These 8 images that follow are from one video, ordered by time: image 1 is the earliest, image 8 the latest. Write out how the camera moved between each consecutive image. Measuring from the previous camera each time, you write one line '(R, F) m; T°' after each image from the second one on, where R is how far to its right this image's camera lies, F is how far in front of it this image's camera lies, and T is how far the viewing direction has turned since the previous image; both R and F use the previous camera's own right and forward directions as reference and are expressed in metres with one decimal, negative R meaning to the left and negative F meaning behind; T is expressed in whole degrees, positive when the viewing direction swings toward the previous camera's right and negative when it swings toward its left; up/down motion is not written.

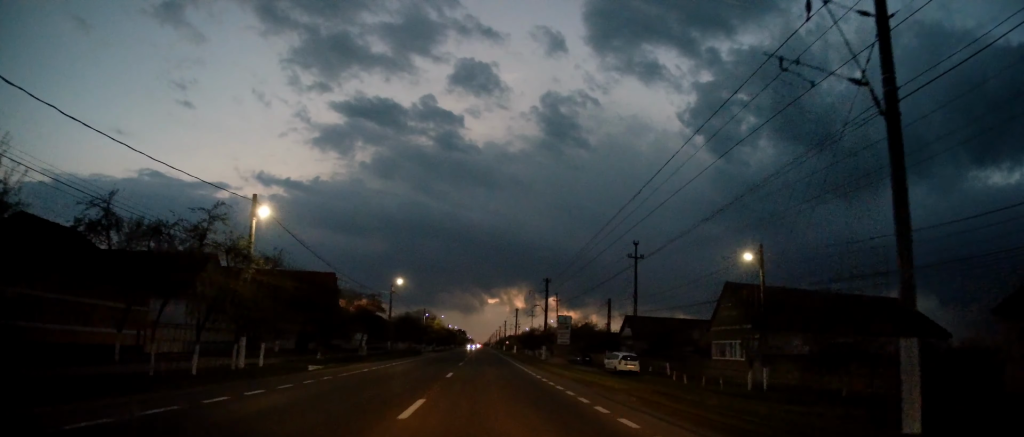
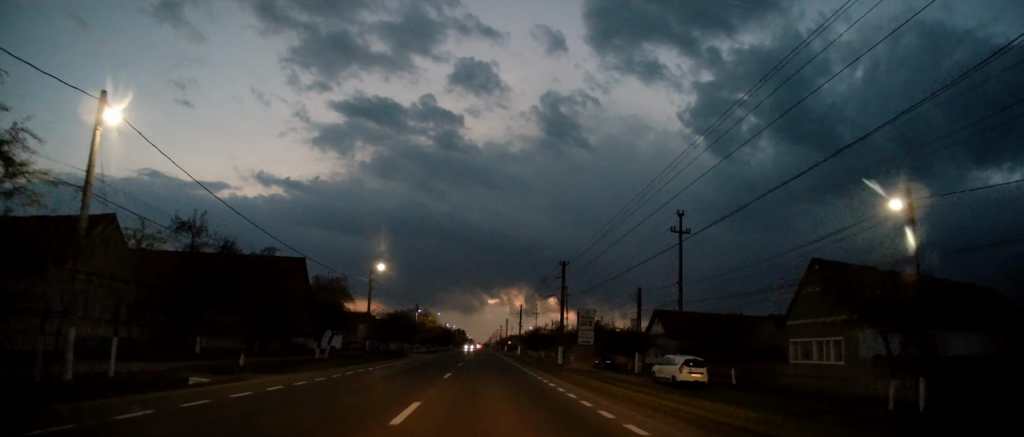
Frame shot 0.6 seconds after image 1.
(-0.3, +12.2) m; 0°
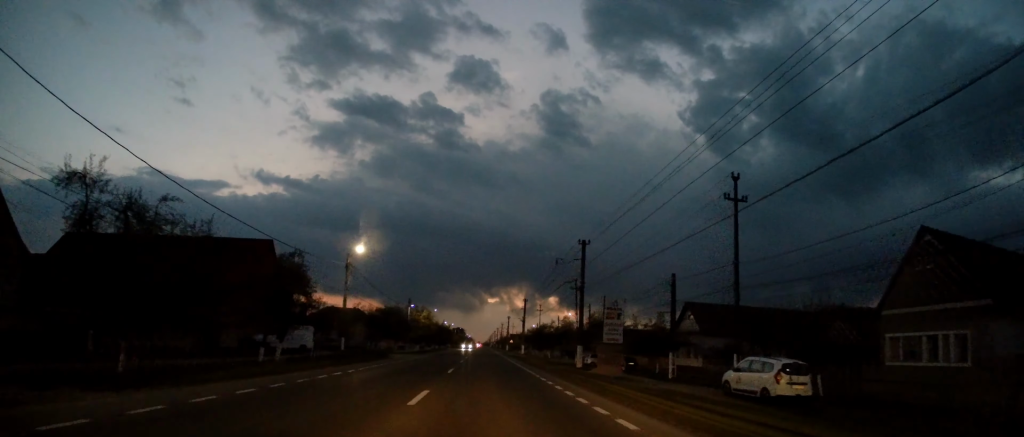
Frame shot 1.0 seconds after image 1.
(+0.1, +9.3) m; 0°
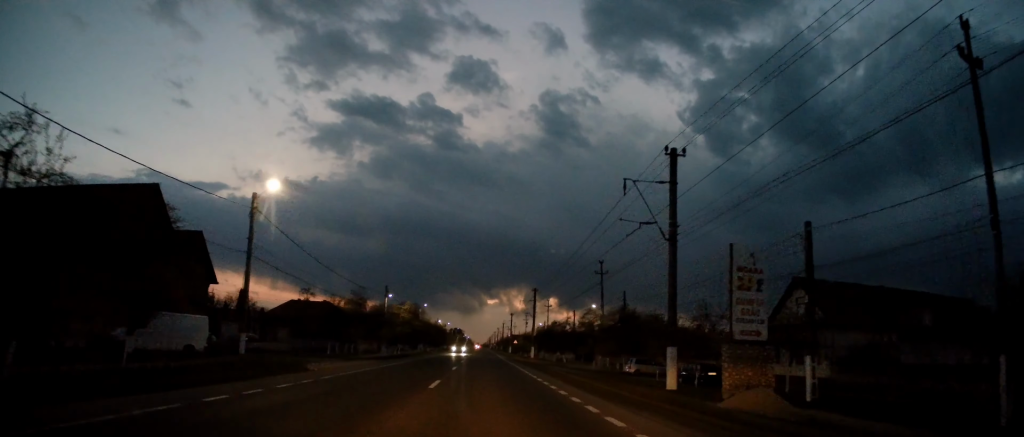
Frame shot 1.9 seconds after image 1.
(+0.1, +18.7) m; 0°
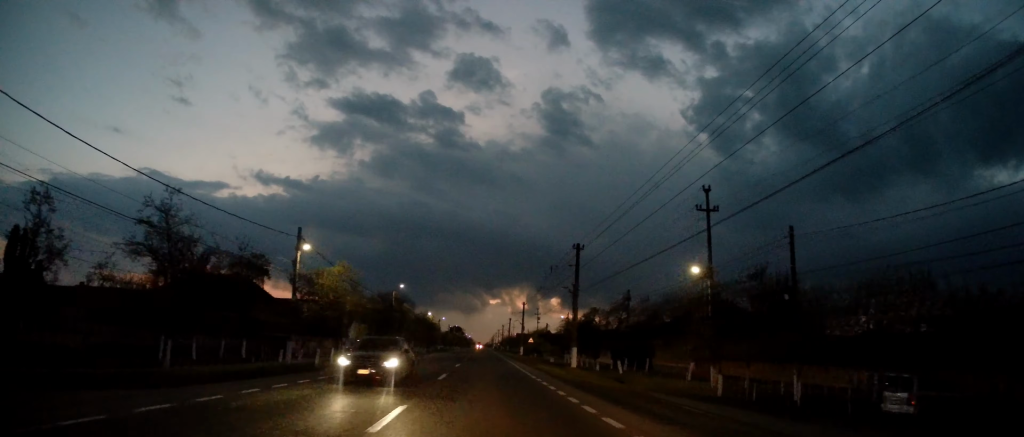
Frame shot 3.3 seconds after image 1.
(-0.6, +31.0) m; 0°
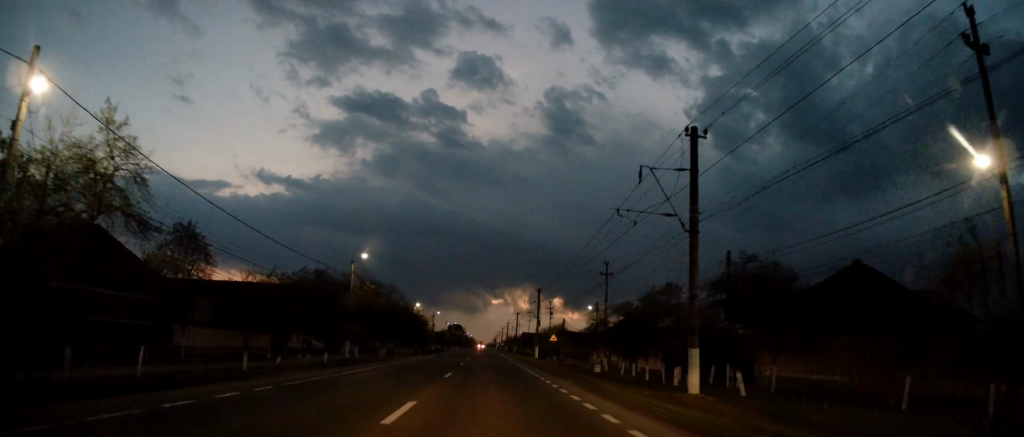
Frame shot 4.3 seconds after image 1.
(+0.4, +22.4) m; 0°
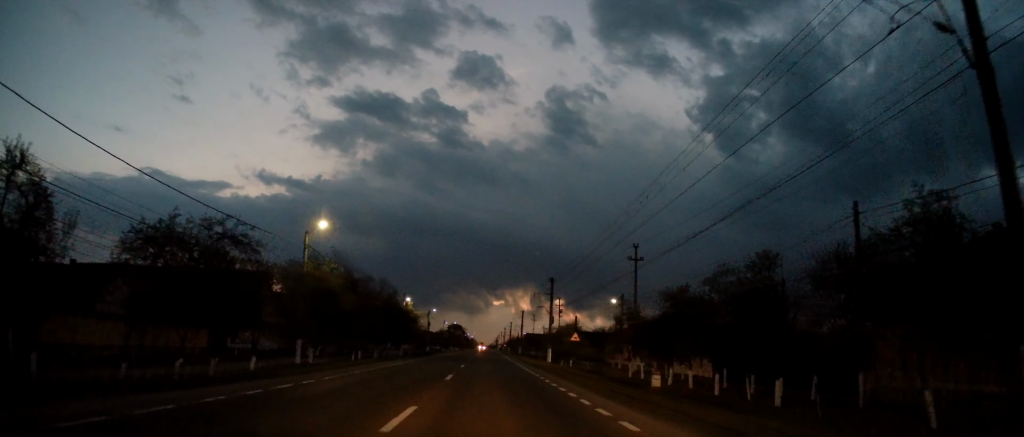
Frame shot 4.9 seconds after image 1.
(0.0, +12.4) m; 0°
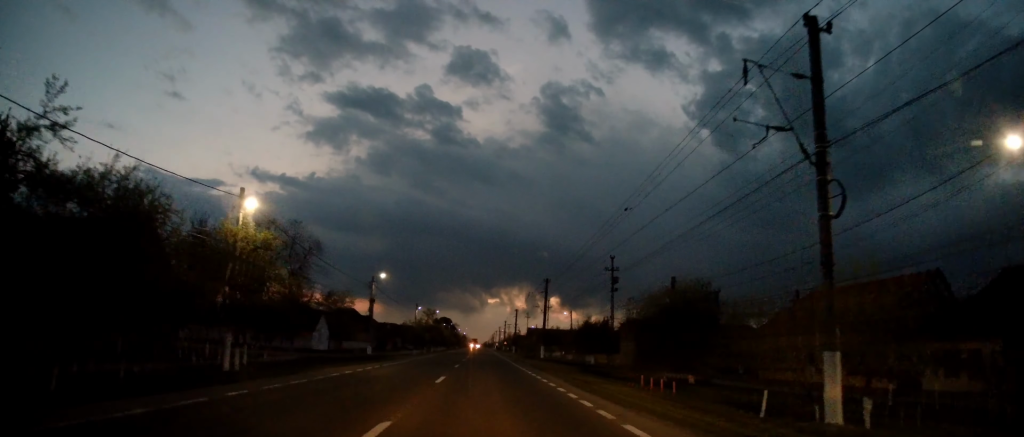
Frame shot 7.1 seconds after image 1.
(-0.3, +49.0) m; 0°
